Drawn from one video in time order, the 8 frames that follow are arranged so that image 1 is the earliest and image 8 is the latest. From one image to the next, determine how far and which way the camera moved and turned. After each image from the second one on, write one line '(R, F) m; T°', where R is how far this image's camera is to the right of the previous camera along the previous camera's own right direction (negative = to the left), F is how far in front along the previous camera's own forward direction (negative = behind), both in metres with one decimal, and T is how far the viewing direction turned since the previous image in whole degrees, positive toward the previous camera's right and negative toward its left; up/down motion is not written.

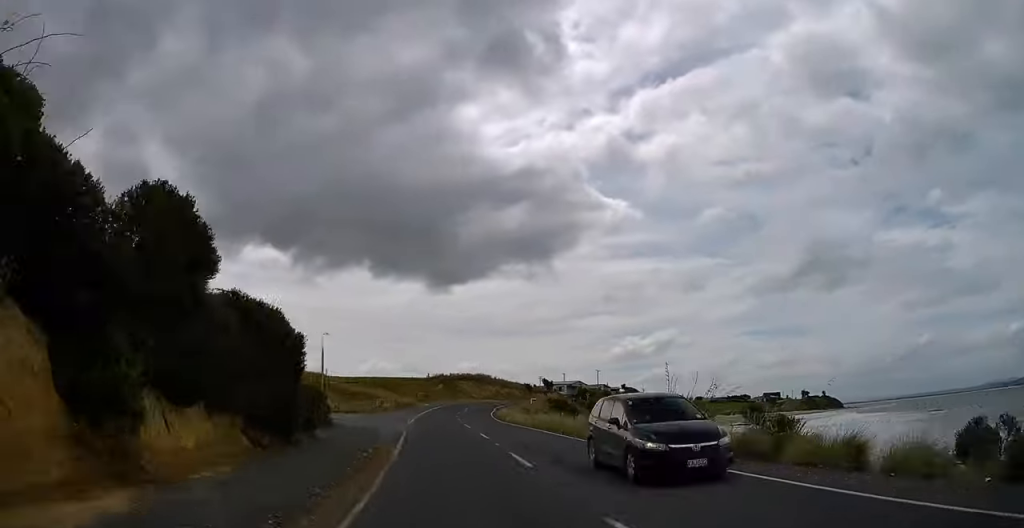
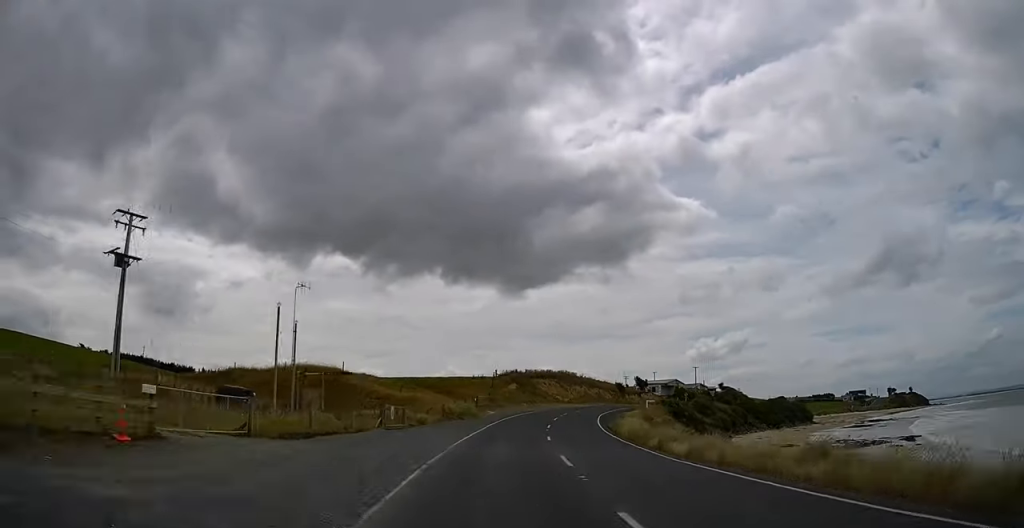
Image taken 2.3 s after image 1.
(-3.2, +29.3) m; -4°
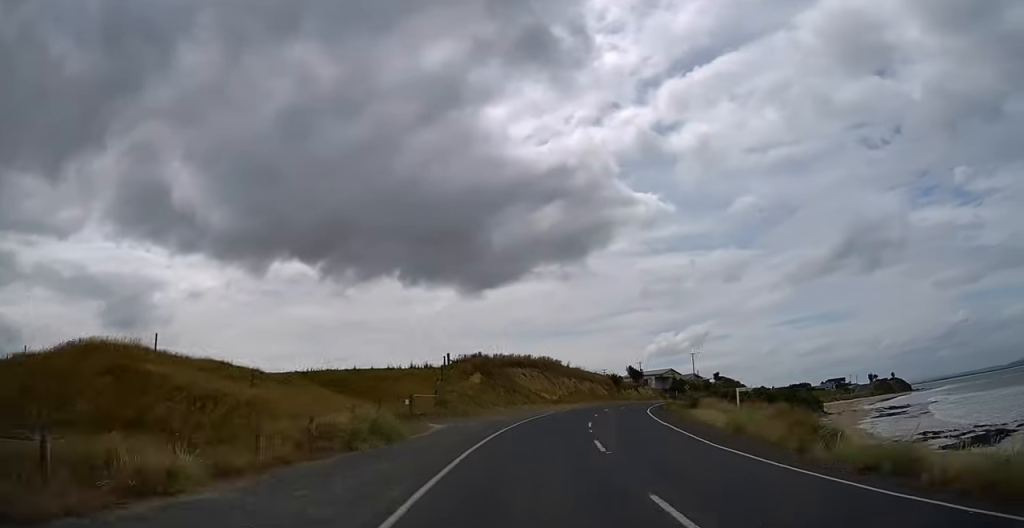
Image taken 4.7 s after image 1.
(+0.8, +30.4) m; +6°
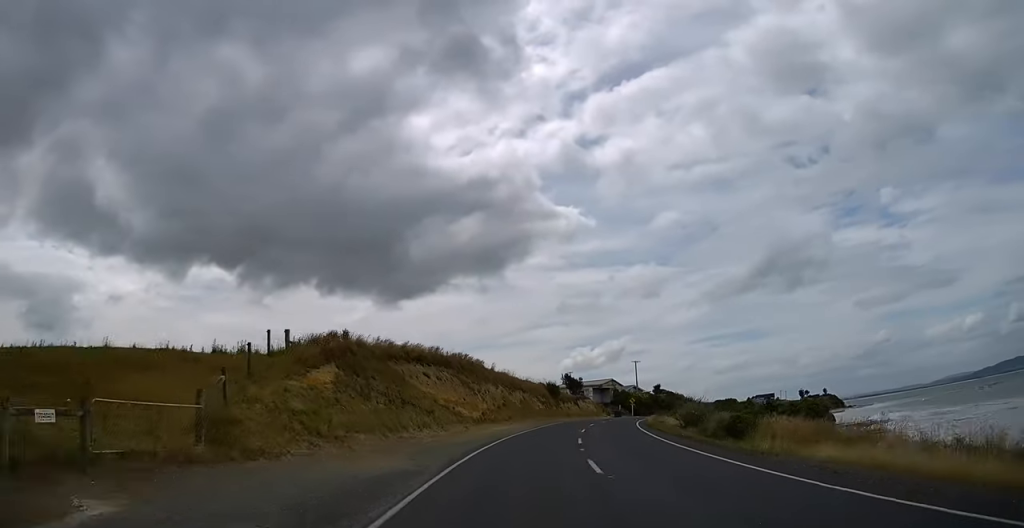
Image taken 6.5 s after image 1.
(-0.6, +23.2) m; +5°
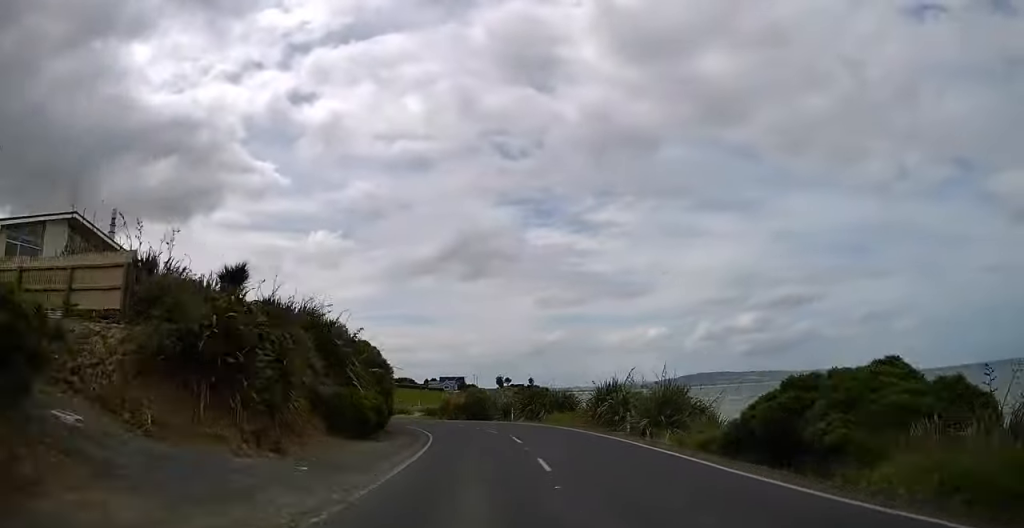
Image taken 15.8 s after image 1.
(+28.6, +120.2) m; +14°
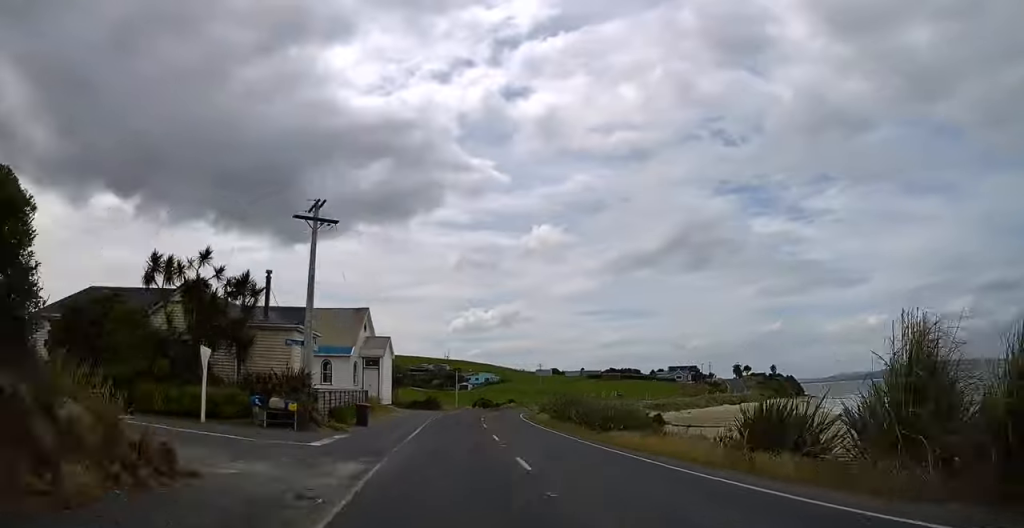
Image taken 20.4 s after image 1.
(-4.8, +59.0) m; -7°
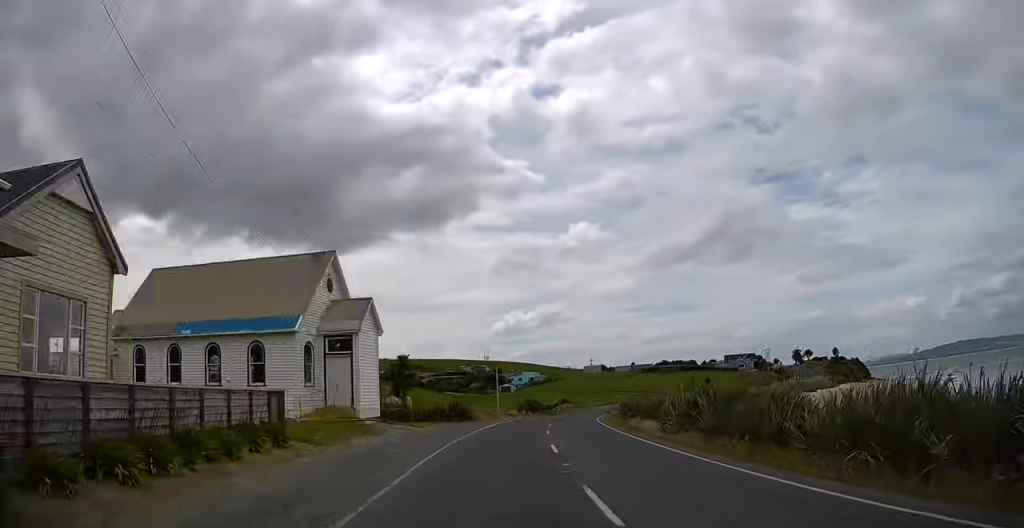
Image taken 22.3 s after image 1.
(-2.4, +25.4) m; -1°
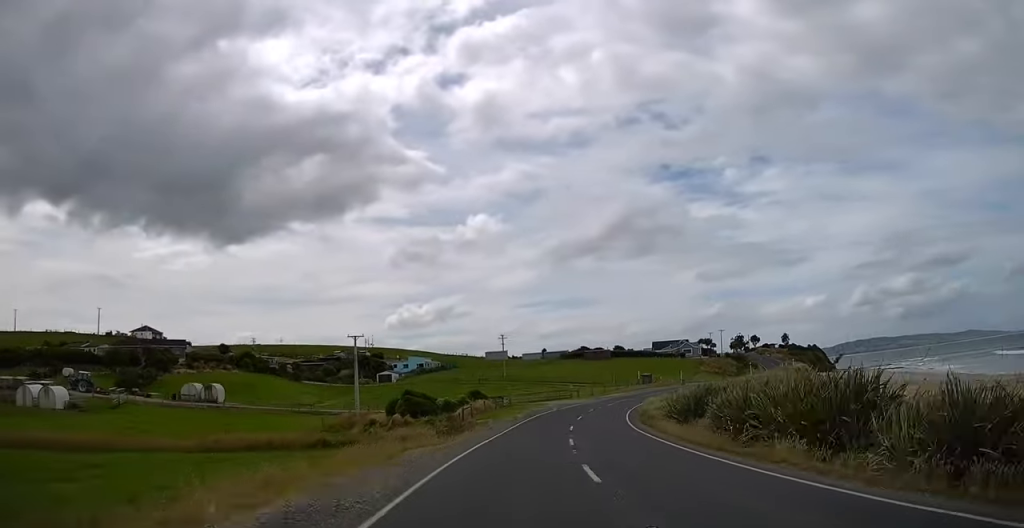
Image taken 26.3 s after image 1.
(+2.8, +53.9) m; +10°
